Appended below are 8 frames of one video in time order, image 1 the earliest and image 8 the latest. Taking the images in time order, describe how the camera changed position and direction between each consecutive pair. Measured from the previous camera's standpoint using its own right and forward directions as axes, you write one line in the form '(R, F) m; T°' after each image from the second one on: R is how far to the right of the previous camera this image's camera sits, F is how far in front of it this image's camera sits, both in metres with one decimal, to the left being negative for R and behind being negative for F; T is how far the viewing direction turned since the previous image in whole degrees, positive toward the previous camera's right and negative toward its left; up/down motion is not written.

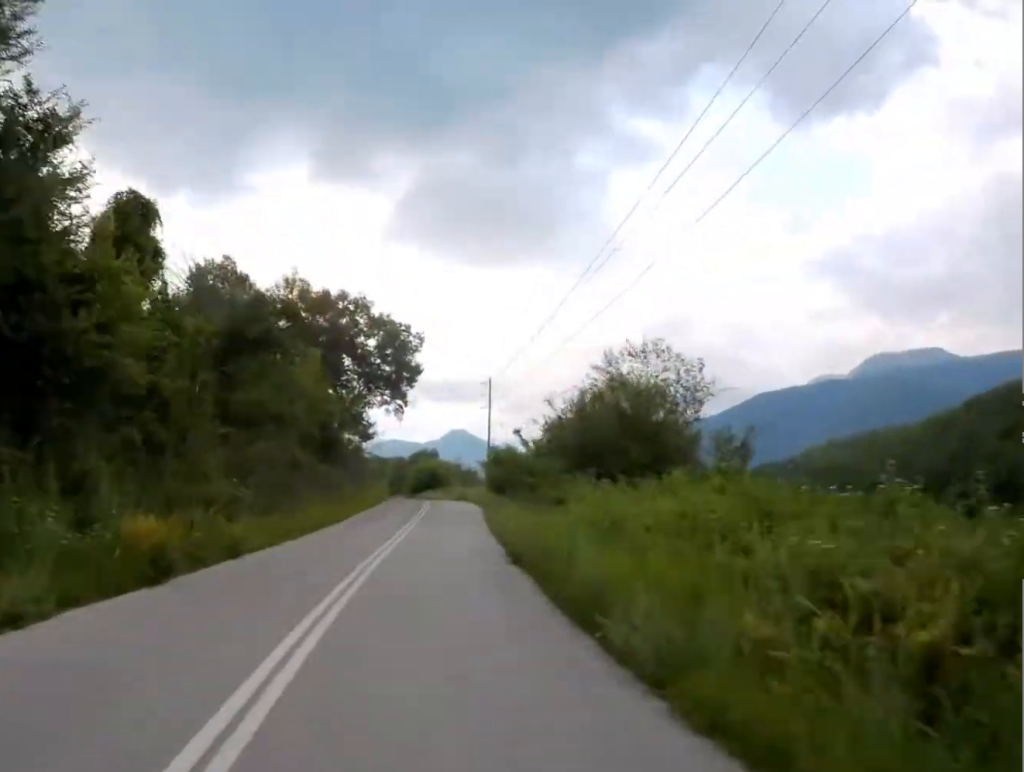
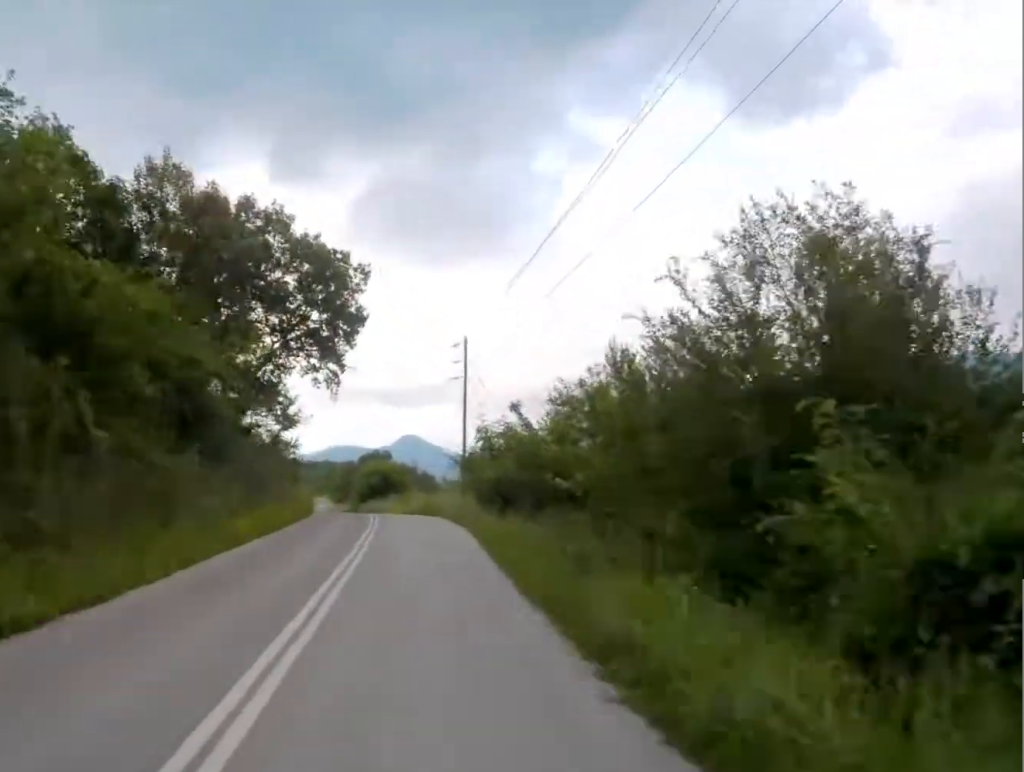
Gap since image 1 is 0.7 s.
(+0.5, +22.4) m; +1°
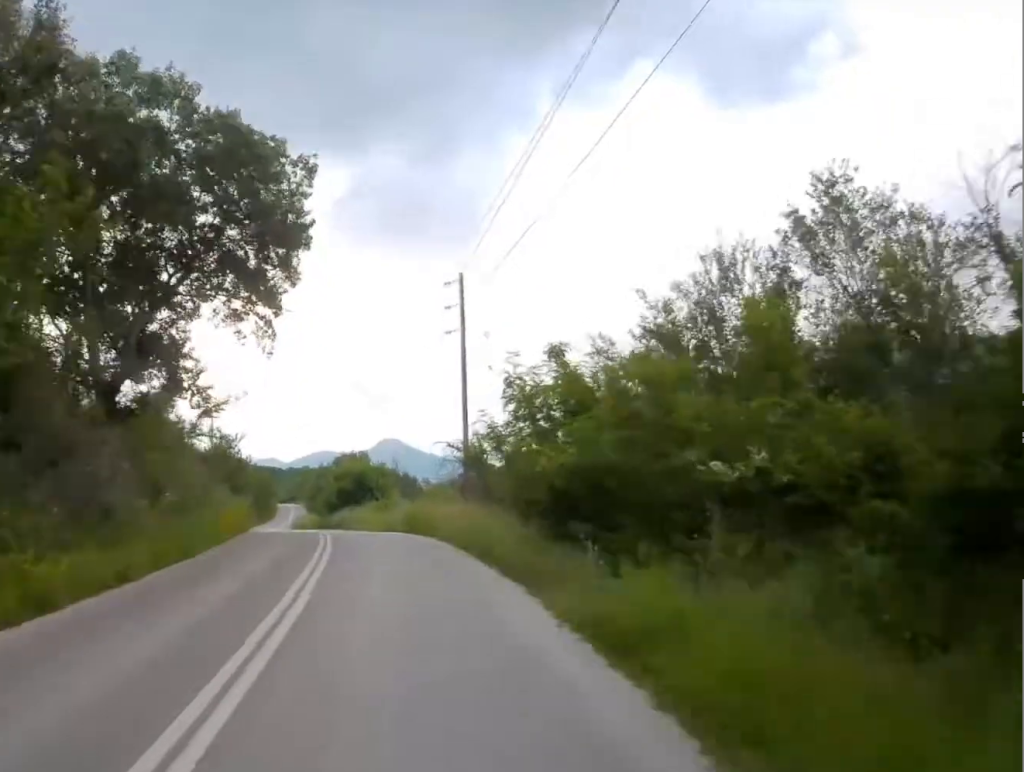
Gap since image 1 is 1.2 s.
(+0.7, +16.0) m; 0°
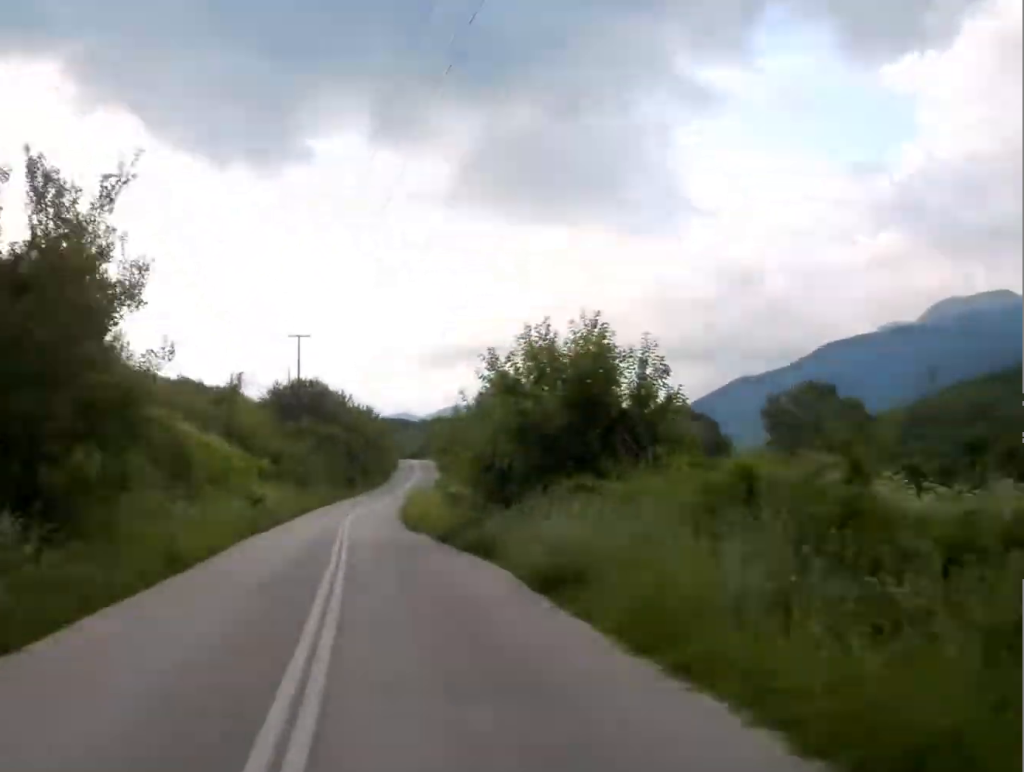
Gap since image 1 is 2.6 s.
(-2.5, +45.1) m; -6°
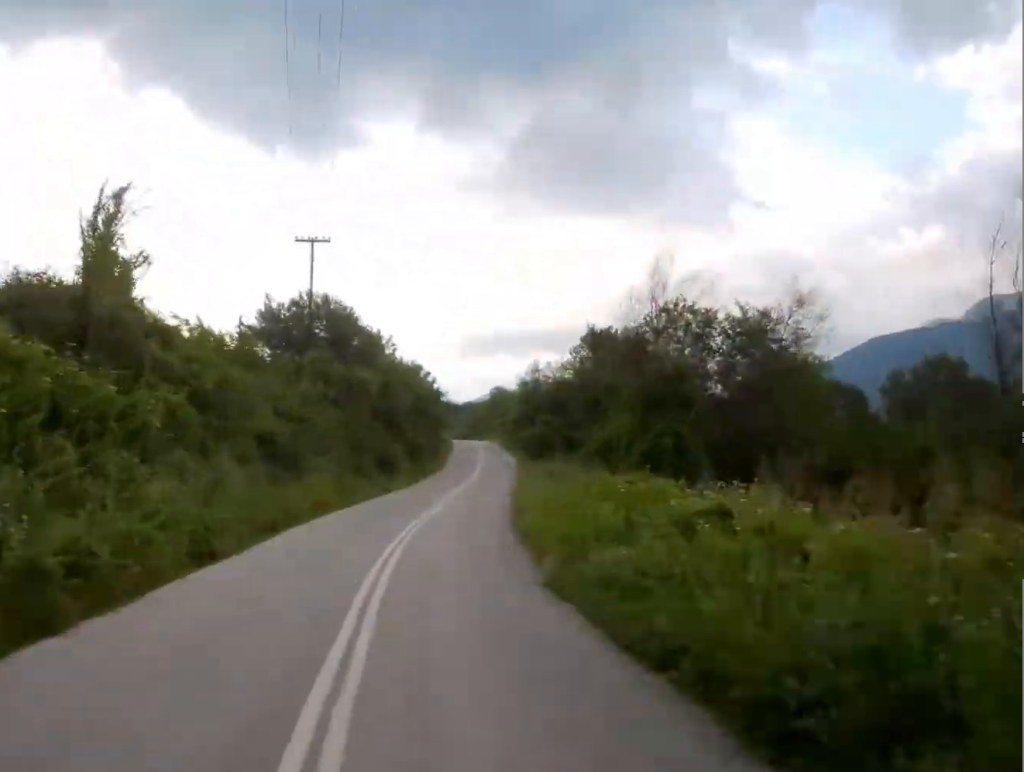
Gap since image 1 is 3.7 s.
(-0.9, +34.8) m; -4°
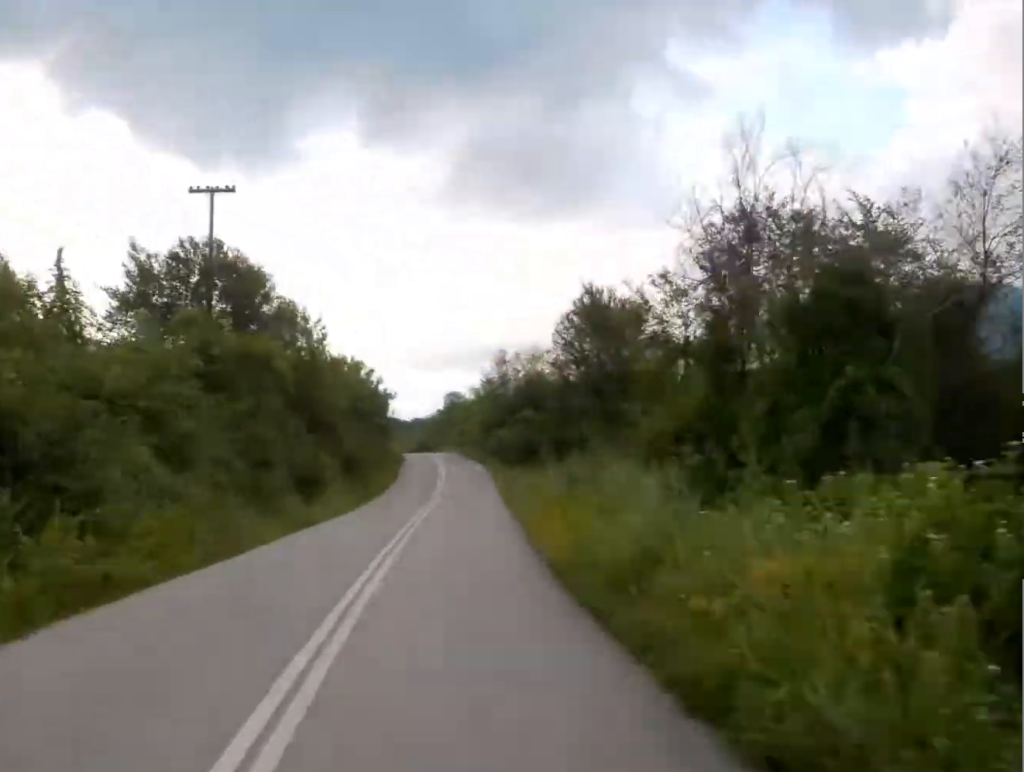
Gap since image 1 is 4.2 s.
(+0.9, +15.9) m; -3°
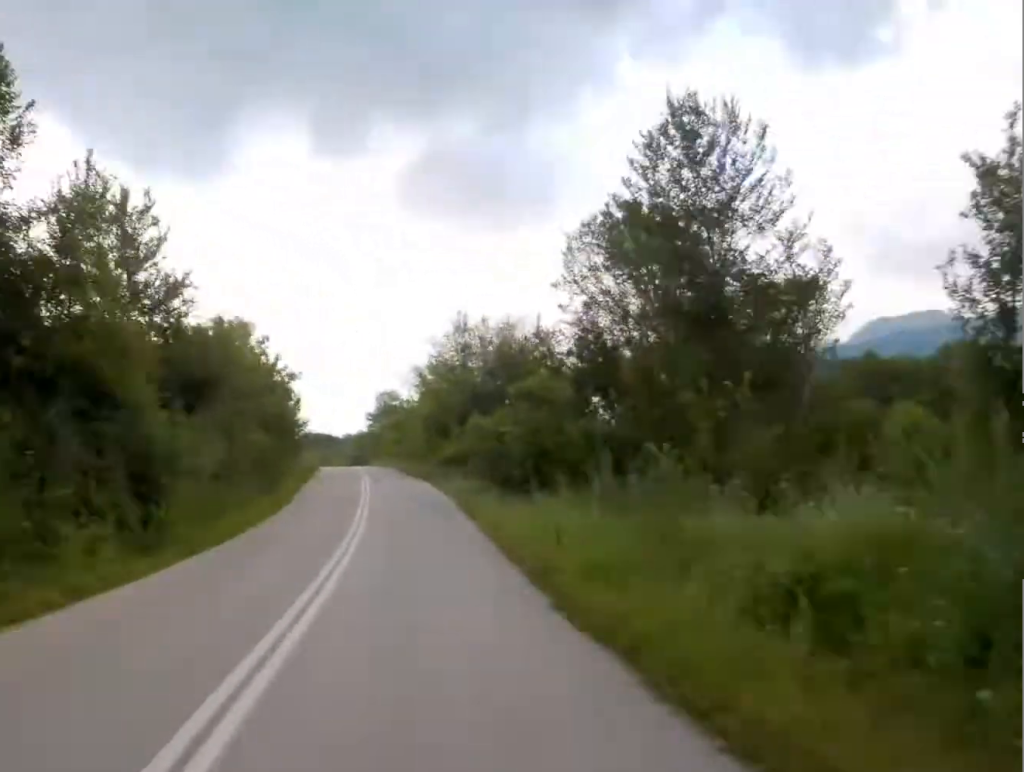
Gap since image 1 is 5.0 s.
(-2.5, +24.0) m; +8°
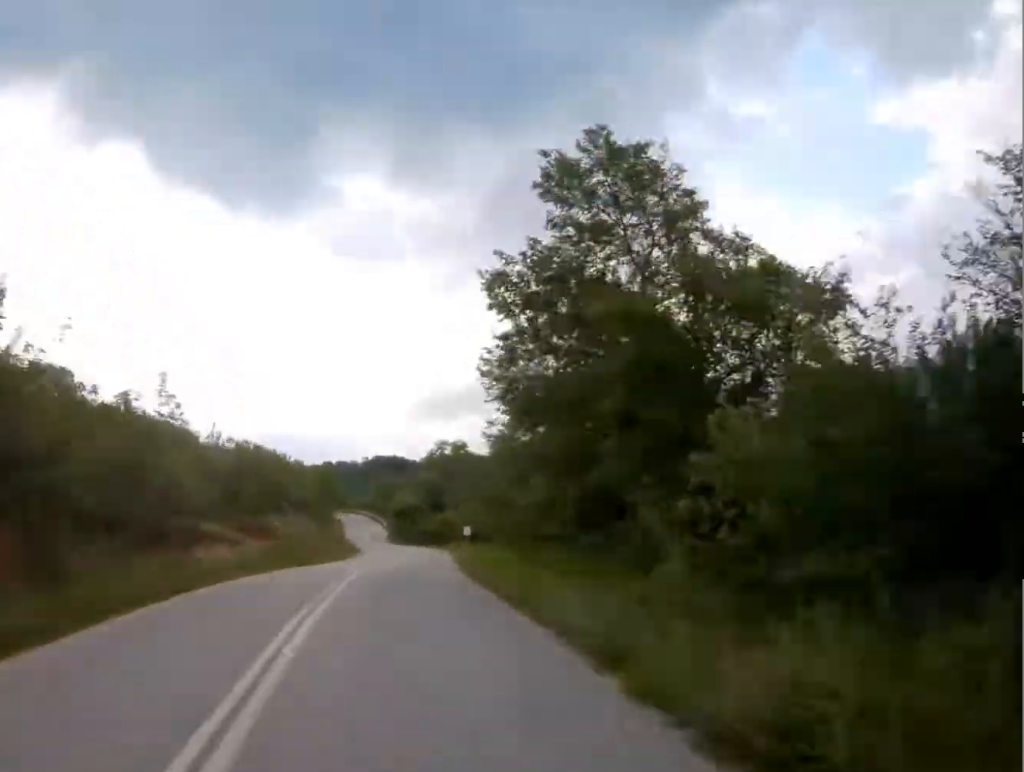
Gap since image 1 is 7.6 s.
(+10.1, +76.3) m; +2°
